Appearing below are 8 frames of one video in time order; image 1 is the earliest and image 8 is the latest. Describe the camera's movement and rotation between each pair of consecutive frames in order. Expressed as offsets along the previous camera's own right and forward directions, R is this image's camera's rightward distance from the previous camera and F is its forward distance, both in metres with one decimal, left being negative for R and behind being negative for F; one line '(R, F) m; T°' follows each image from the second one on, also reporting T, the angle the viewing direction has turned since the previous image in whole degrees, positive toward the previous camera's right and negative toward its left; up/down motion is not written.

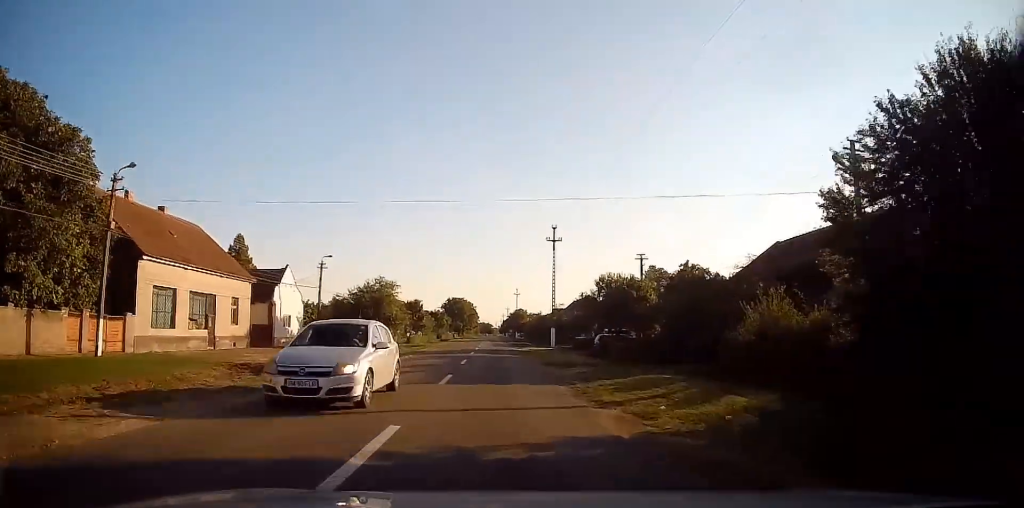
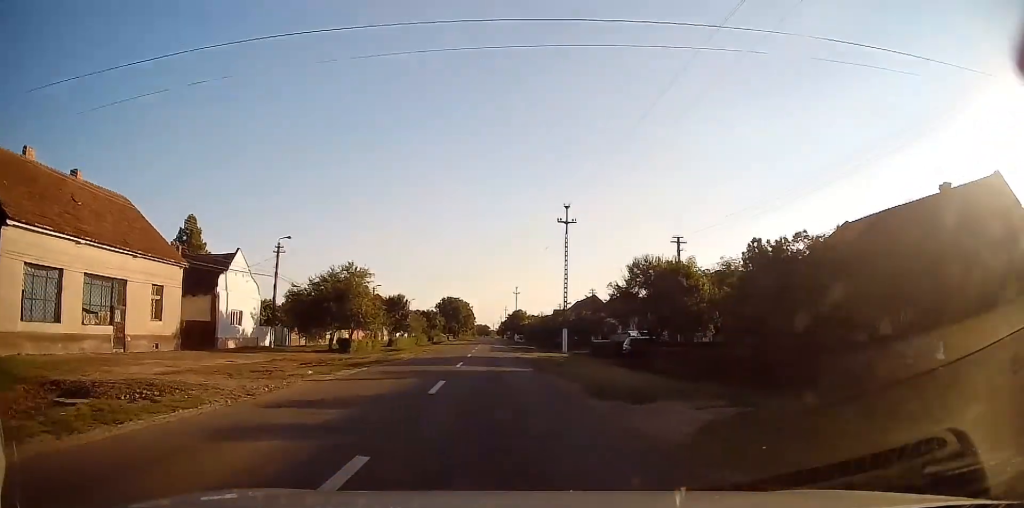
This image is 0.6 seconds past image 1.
(-0.1, +10.4) m; 0°
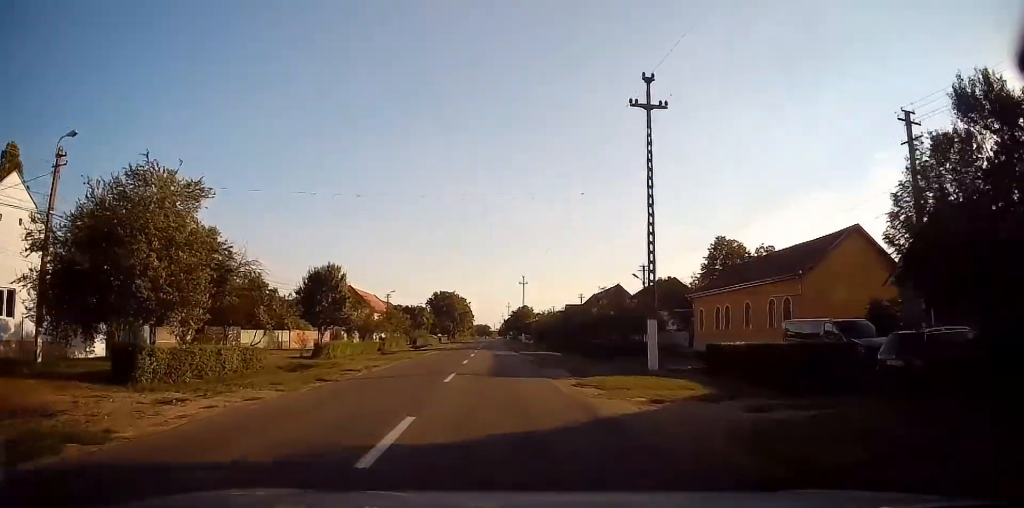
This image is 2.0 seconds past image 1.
(+0.1, +23.7) m; +1°
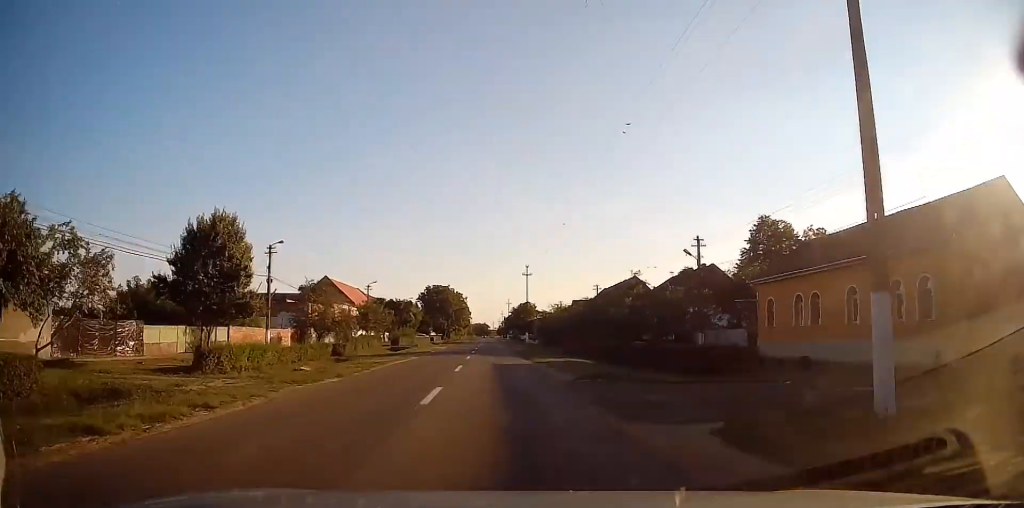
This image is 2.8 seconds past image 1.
(+0.1, +13.2) m; +1°
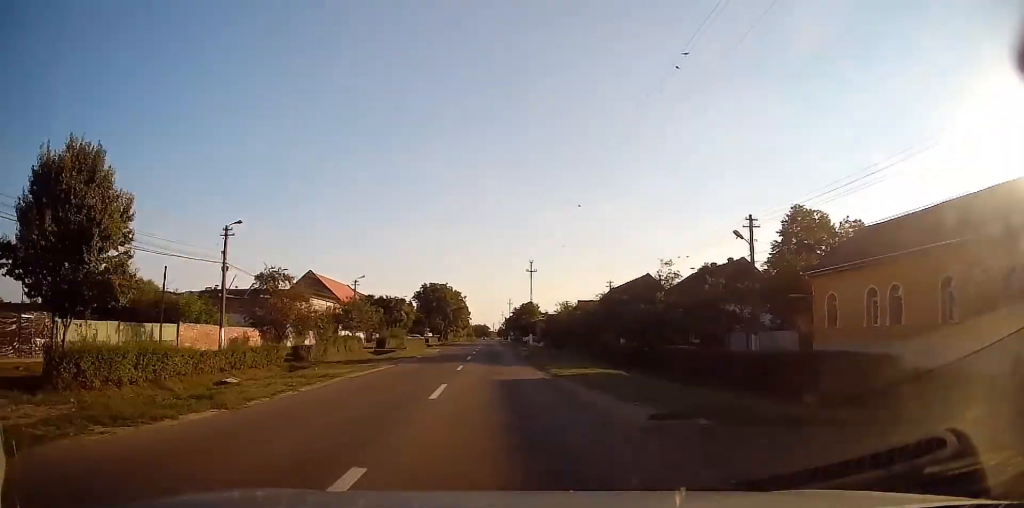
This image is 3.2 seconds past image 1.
(+0.1, +7.4) m; 0°
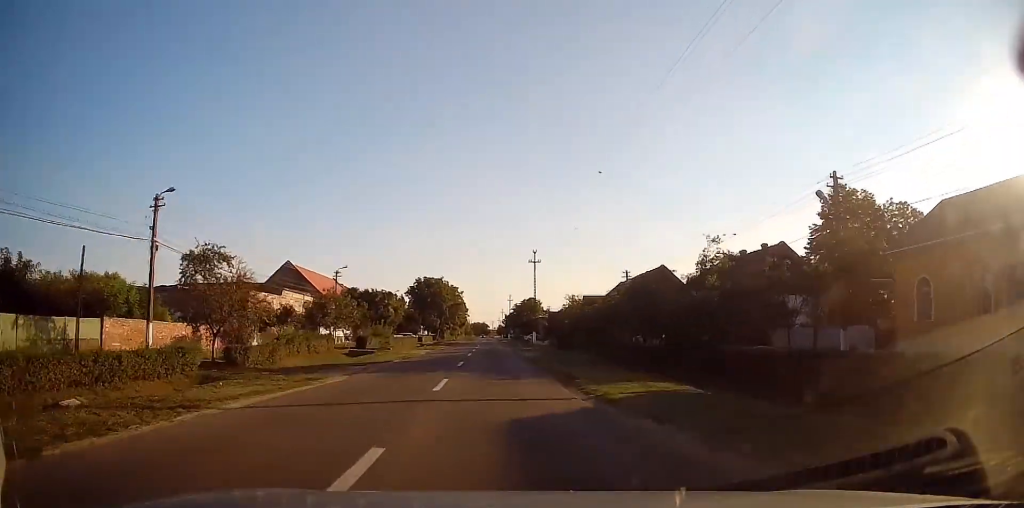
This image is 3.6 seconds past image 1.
(0.0, +7.8) m; 0°
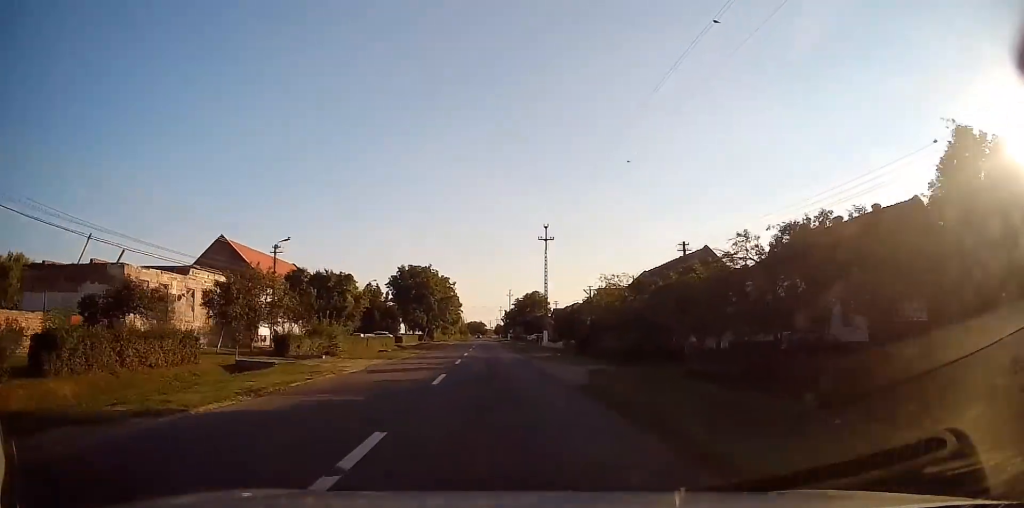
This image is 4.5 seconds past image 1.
(-0.1, +16.6) m; -1°
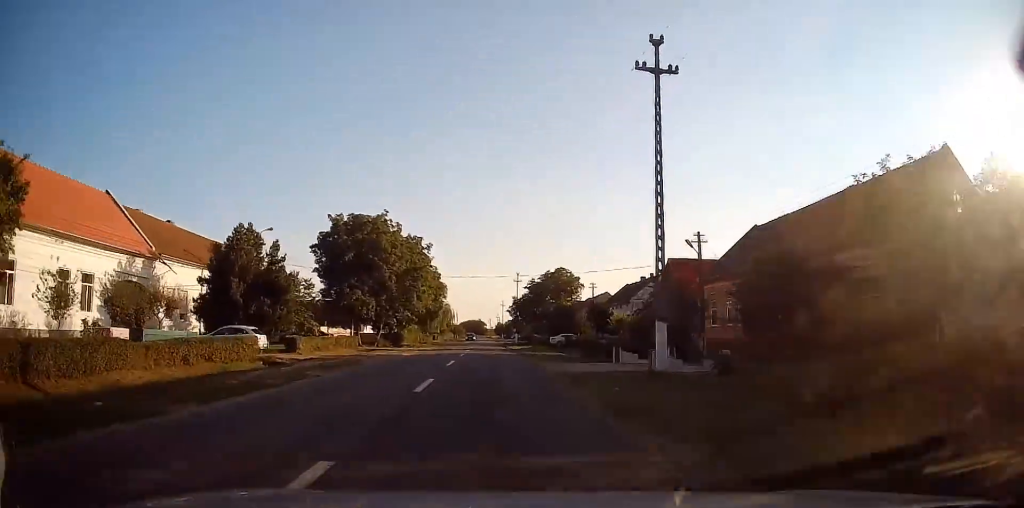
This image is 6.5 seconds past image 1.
(+0.3, +36.4) m; 0°
